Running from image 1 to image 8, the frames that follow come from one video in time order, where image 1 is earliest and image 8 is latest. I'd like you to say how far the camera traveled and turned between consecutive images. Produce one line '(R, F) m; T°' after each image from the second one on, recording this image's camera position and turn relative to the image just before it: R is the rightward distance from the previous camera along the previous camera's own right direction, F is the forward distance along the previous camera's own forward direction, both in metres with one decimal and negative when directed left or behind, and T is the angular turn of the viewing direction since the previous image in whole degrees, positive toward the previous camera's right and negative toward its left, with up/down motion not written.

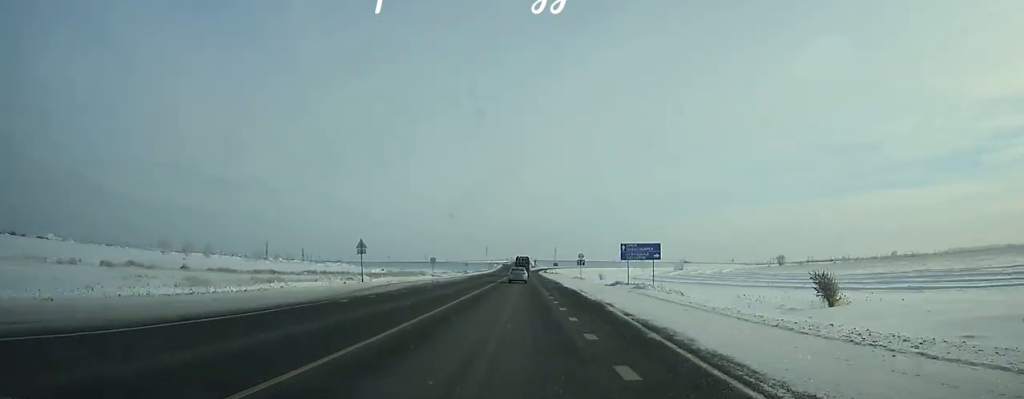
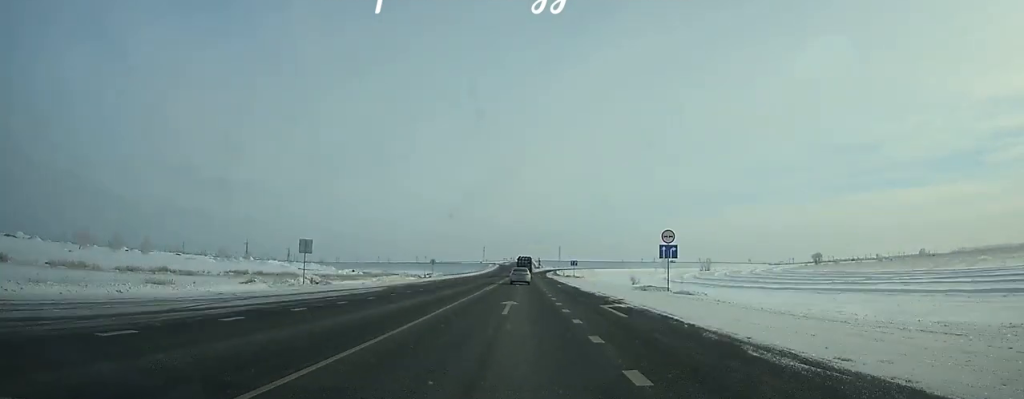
(-0.1, +55.5) m; 0°
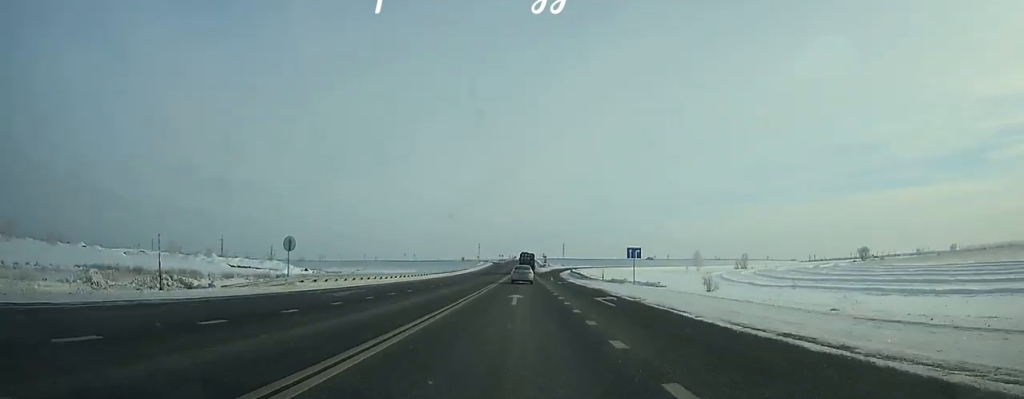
(-0.2, +55.6) m; 0°
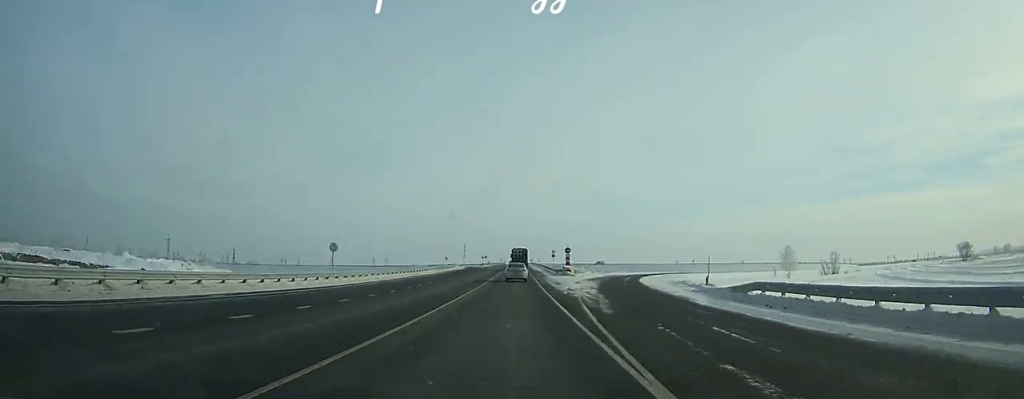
(+0.2, +90.1) m; 0°
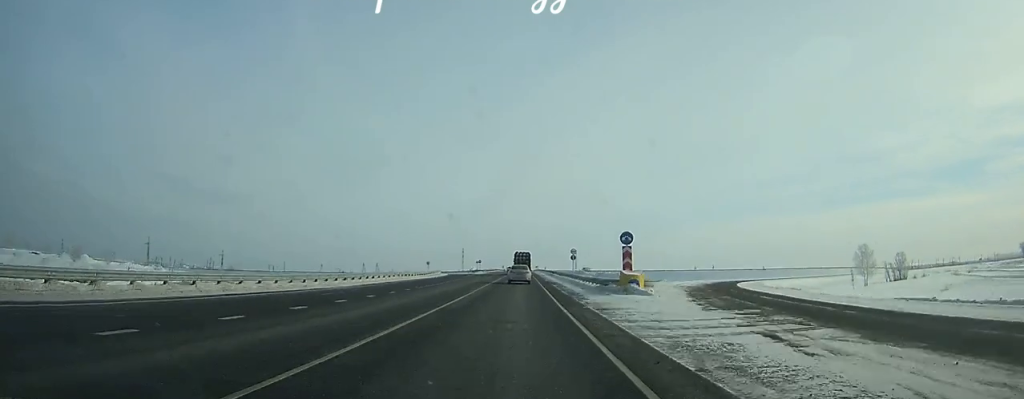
(-0.1, +36.7) m; 0°
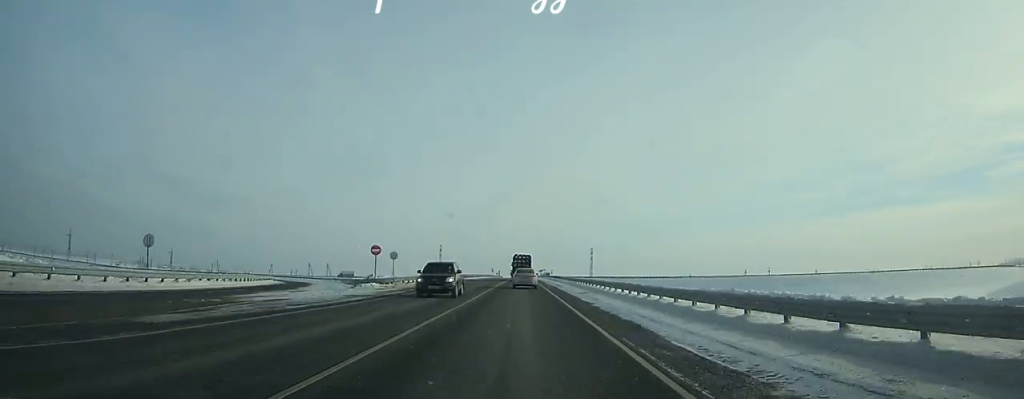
(+0.3, +92.6) m; 0°
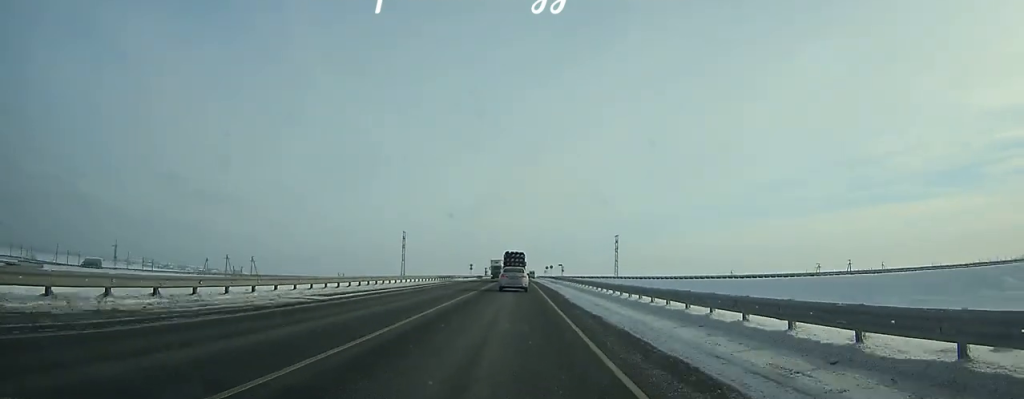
(+0.3, +77.7) m; 0°
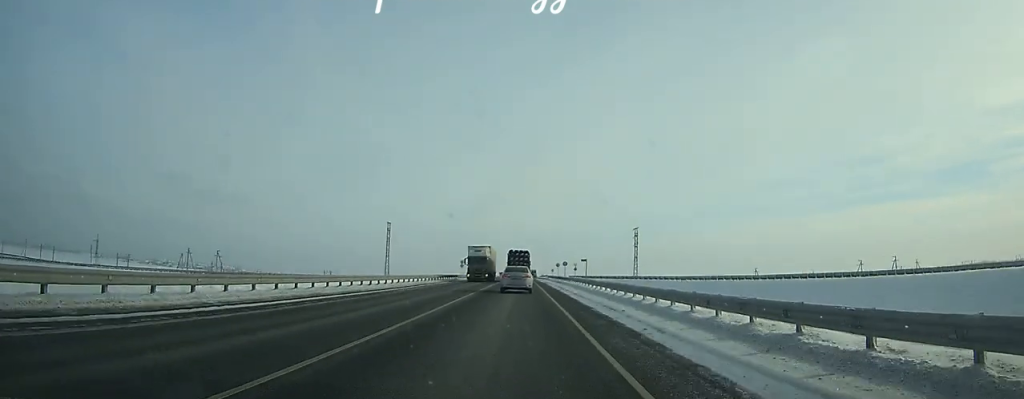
(-0.1, +27.0) m; 0°
